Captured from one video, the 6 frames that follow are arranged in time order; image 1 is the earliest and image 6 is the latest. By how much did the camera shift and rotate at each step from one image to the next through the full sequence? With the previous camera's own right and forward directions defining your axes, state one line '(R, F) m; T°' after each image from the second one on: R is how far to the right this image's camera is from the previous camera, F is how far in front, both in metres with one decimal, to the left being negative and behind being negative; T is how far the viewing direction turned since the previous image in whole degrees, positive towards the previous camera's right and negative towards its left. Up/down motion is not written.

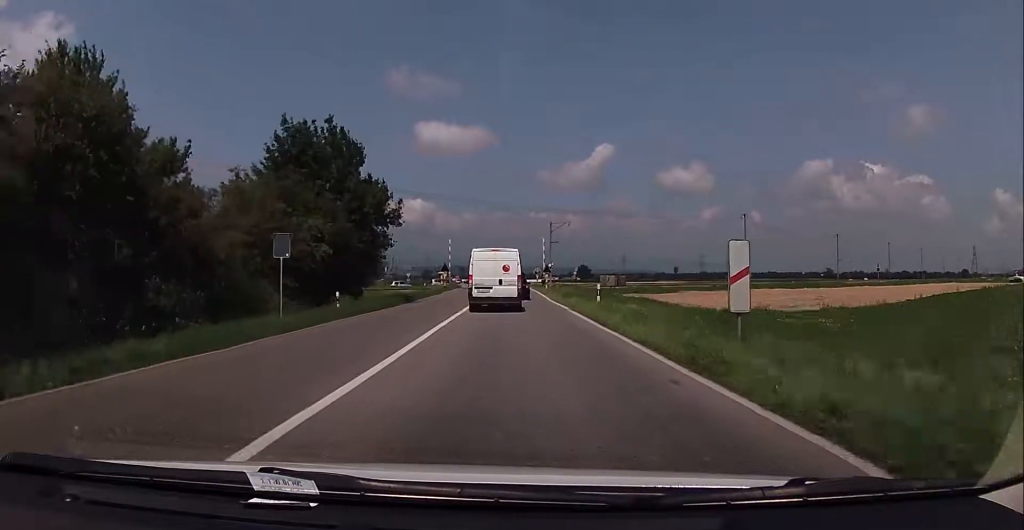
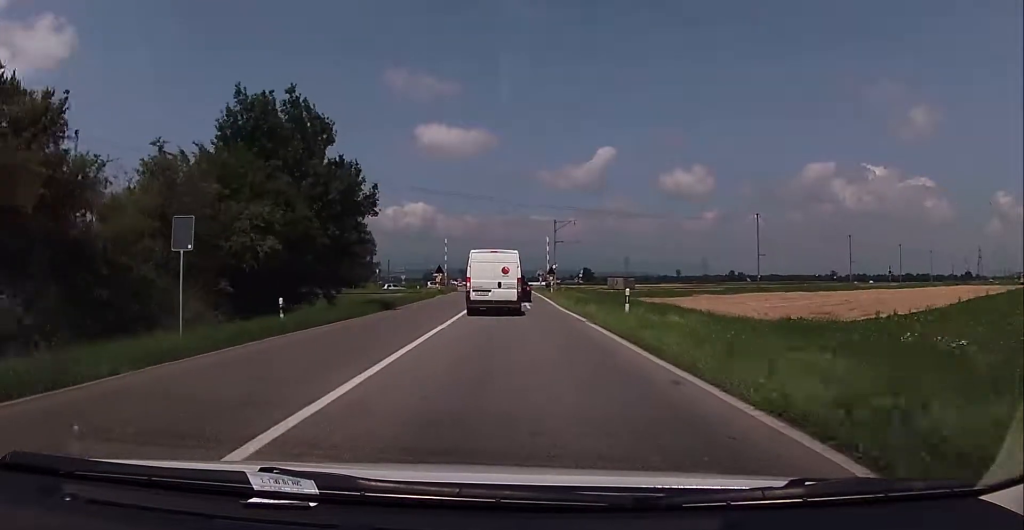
(0.0, +6.8) m; 0°
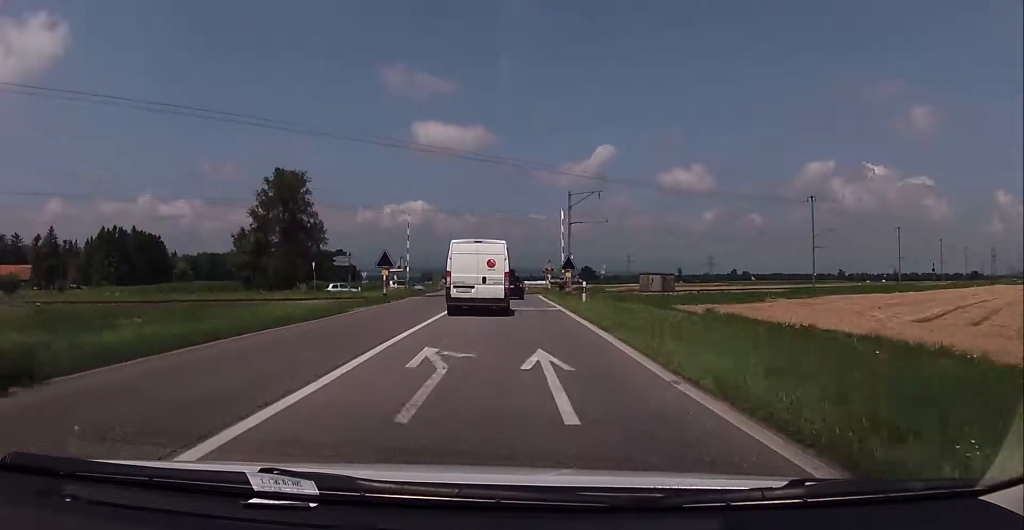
(-0.1, +27.3) m; 0°
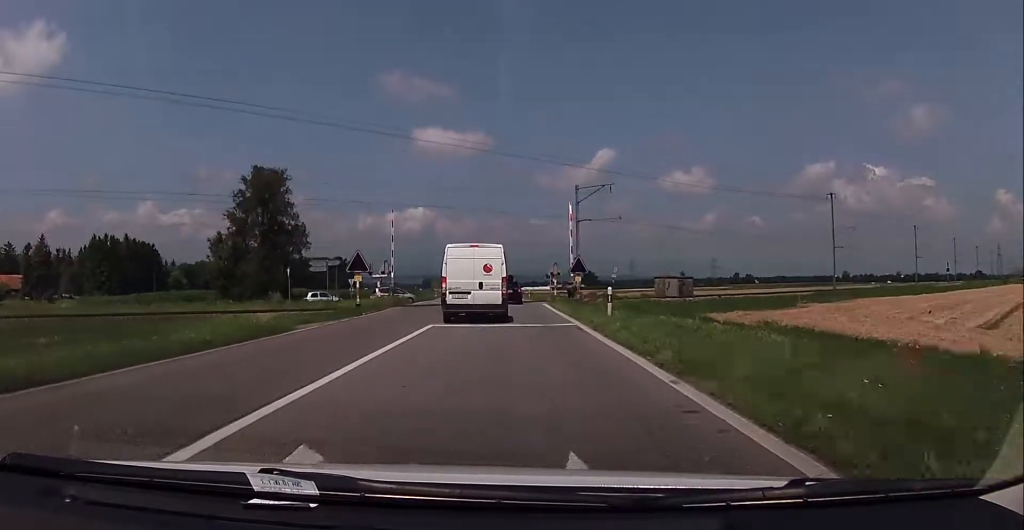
(0.0, +7.2) m; 0°
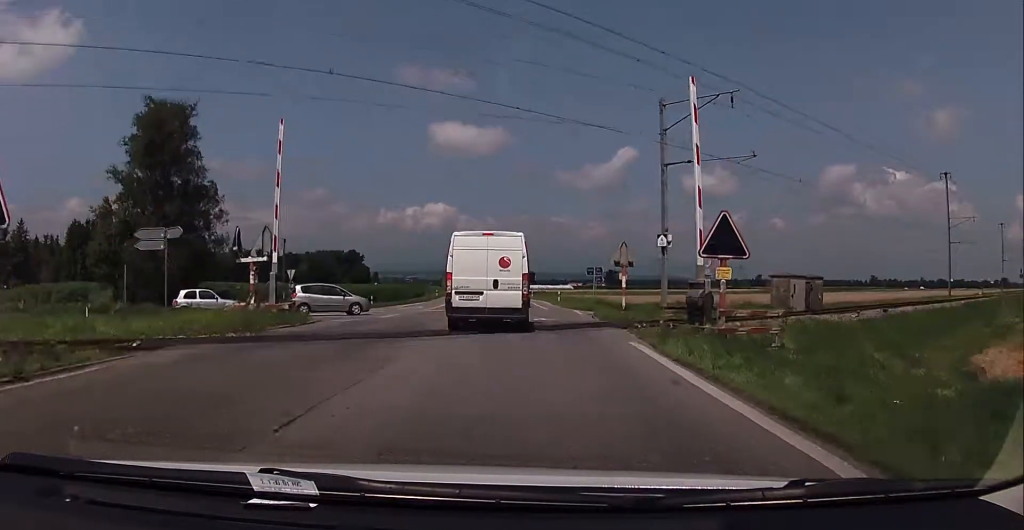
(-0.2, +26.7) m; -1°
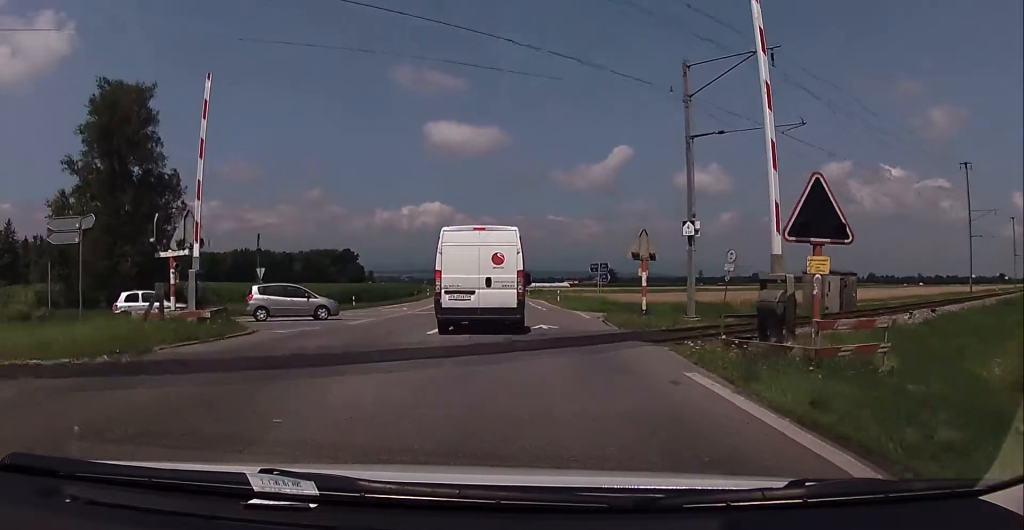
(0.0, +5.4) m; -1°
